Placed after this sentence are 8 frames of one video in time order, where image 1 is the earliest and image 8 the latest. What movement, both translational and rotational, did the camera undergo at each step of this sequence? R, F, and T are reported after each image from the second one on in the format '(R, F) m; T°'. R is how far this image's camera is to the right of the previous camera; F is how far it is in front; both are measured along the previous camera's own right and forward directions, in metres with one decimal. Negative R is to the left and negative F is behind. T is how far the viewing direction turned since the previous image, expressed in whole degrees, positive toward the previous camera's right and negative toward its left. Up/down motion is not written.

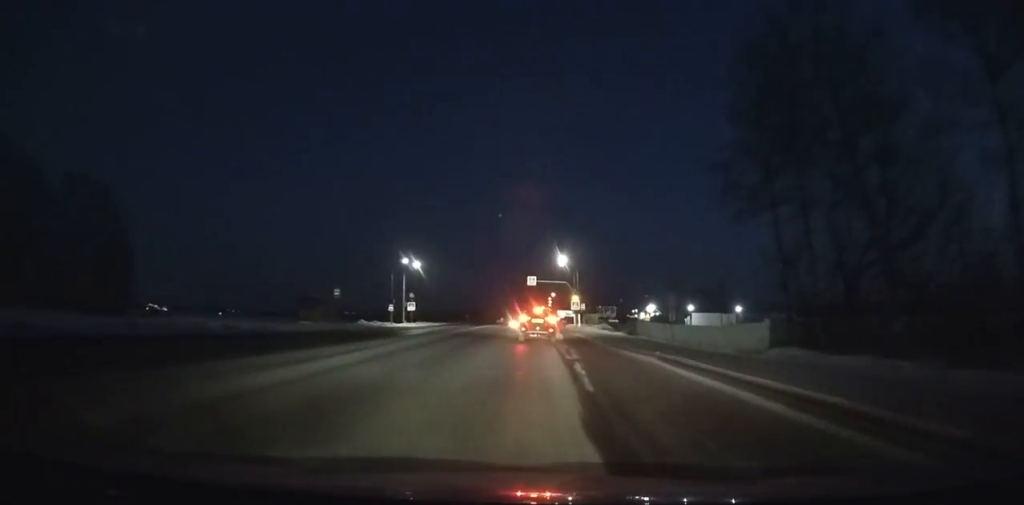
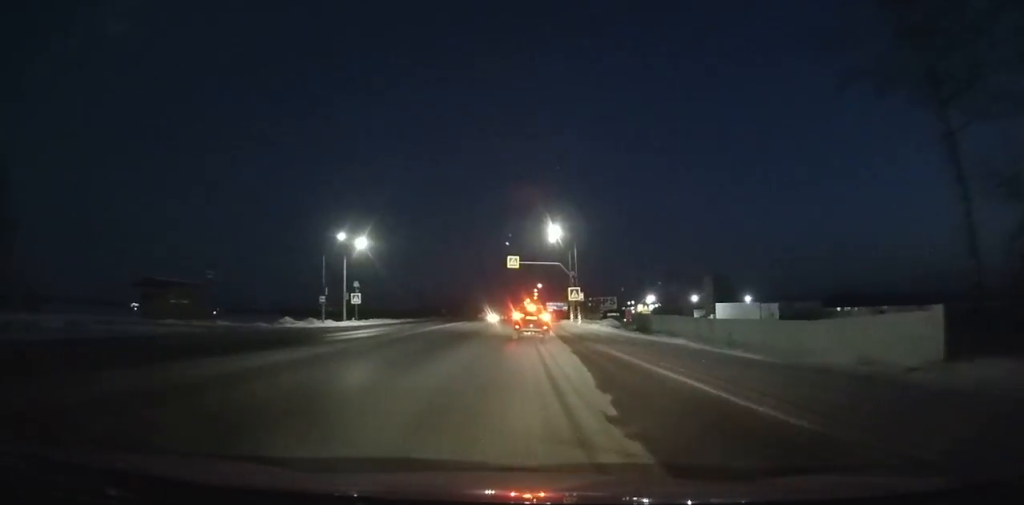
(0.0, +21.4) m; 0°
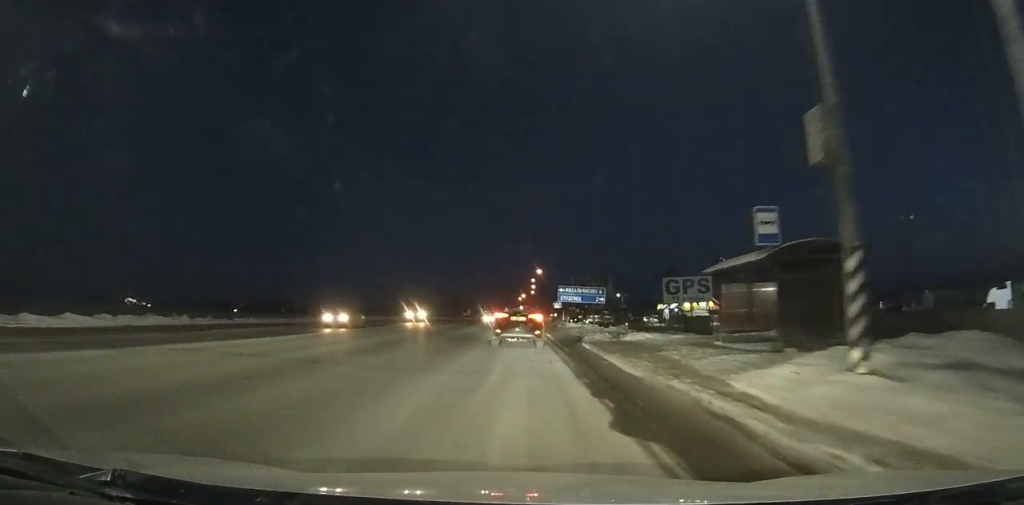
(+0.8, +51.2) m; +2°
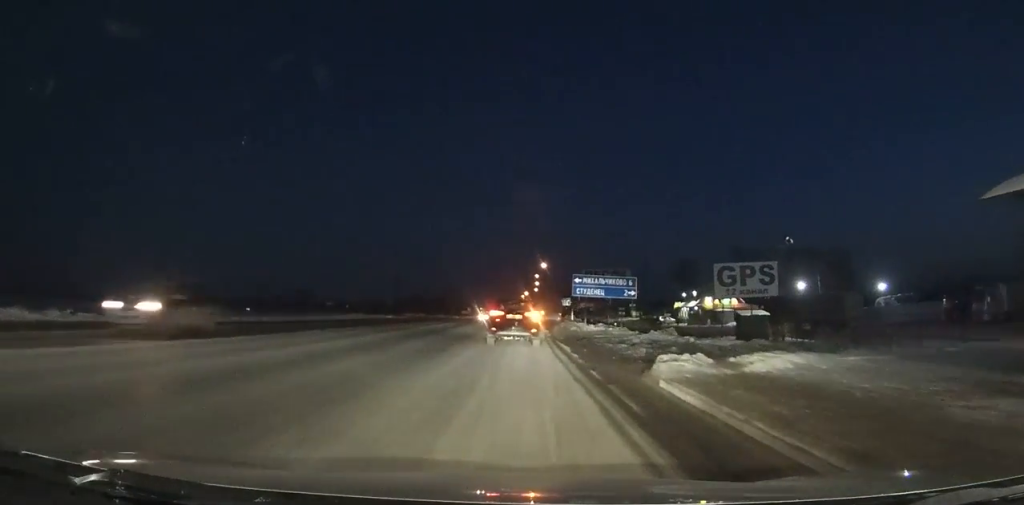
(0.0, +12.9) m; -1°
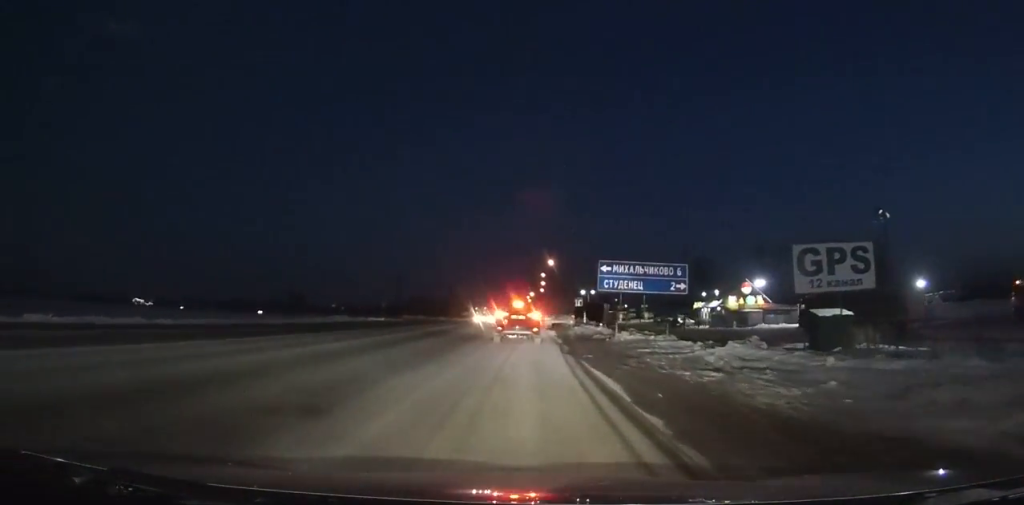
(0.0, +11.5) m; -1°
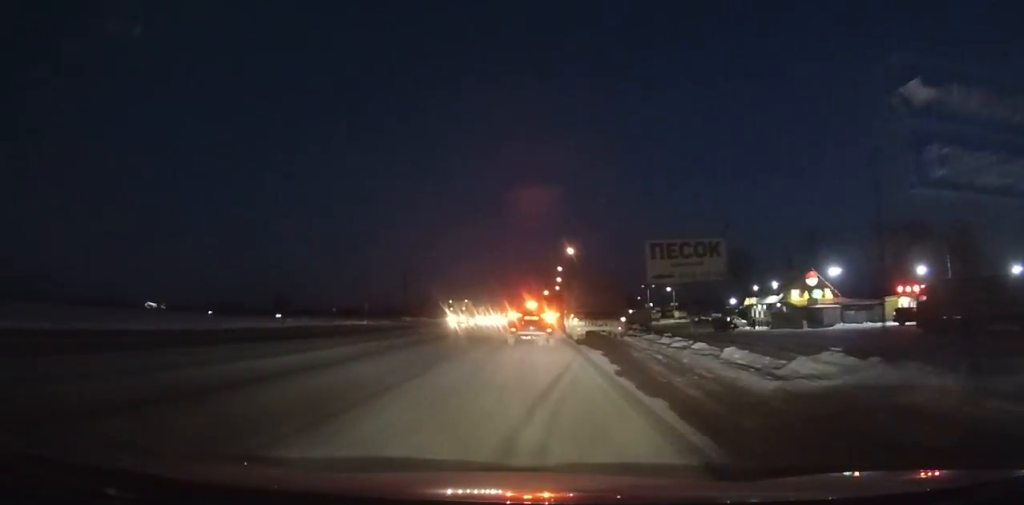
(-0.4, +18.1) m; -2°
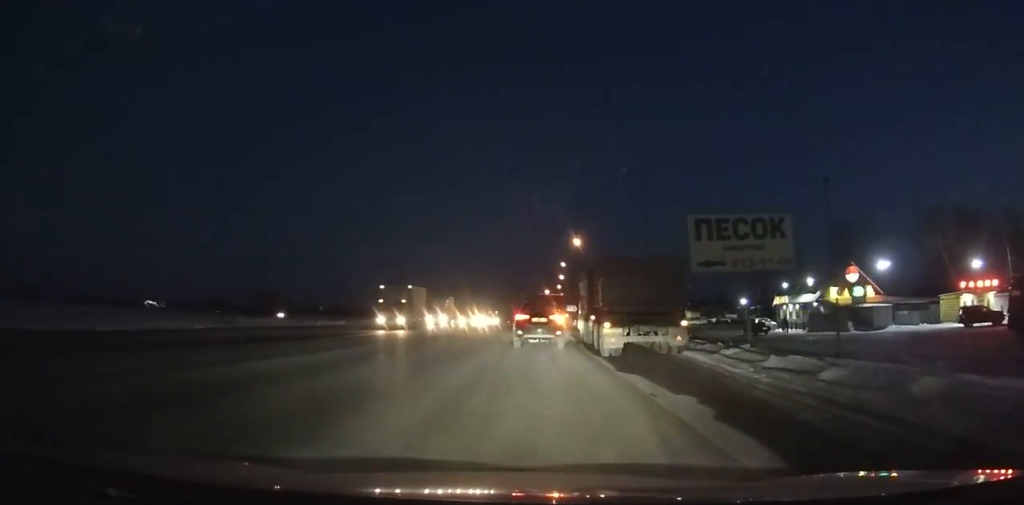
(0.0, +10.0) m; -1°
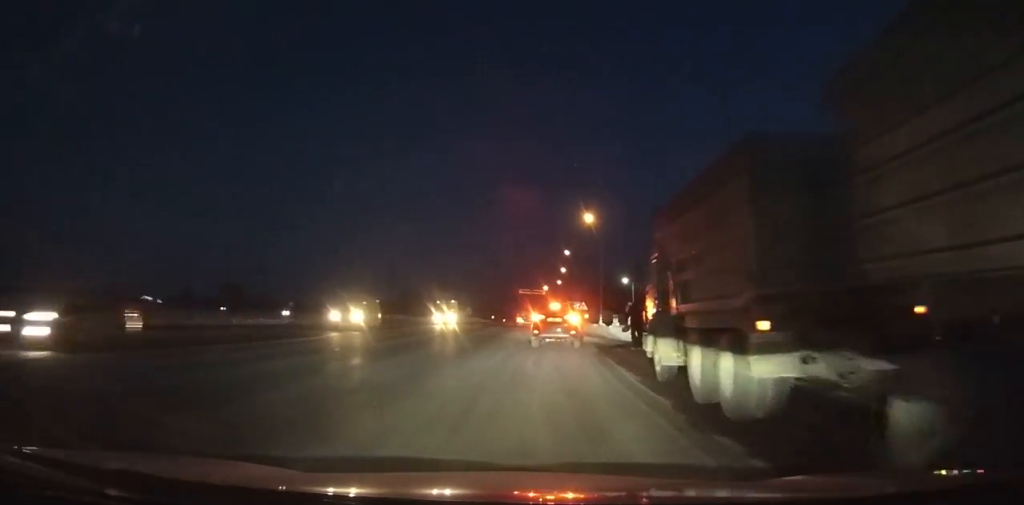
(-0.2, +17.4) m; +2°
